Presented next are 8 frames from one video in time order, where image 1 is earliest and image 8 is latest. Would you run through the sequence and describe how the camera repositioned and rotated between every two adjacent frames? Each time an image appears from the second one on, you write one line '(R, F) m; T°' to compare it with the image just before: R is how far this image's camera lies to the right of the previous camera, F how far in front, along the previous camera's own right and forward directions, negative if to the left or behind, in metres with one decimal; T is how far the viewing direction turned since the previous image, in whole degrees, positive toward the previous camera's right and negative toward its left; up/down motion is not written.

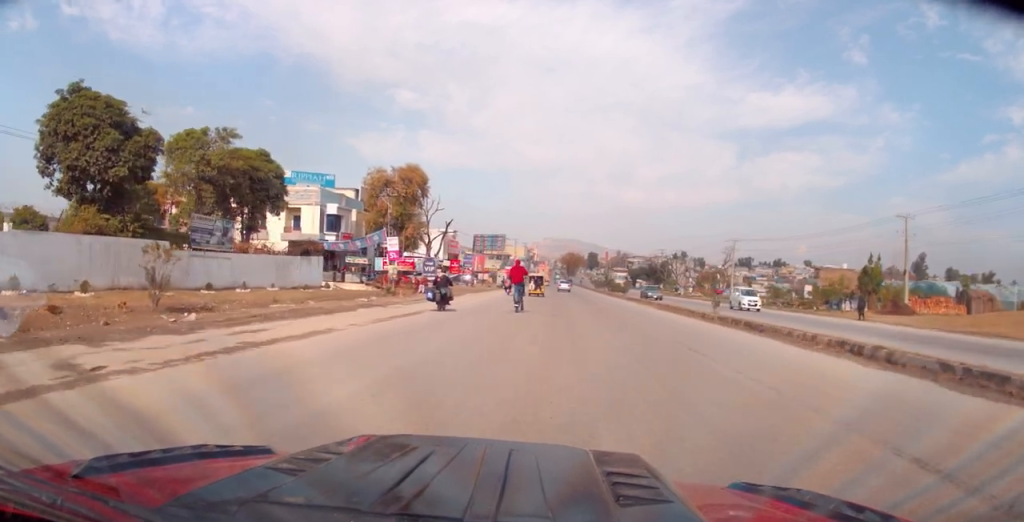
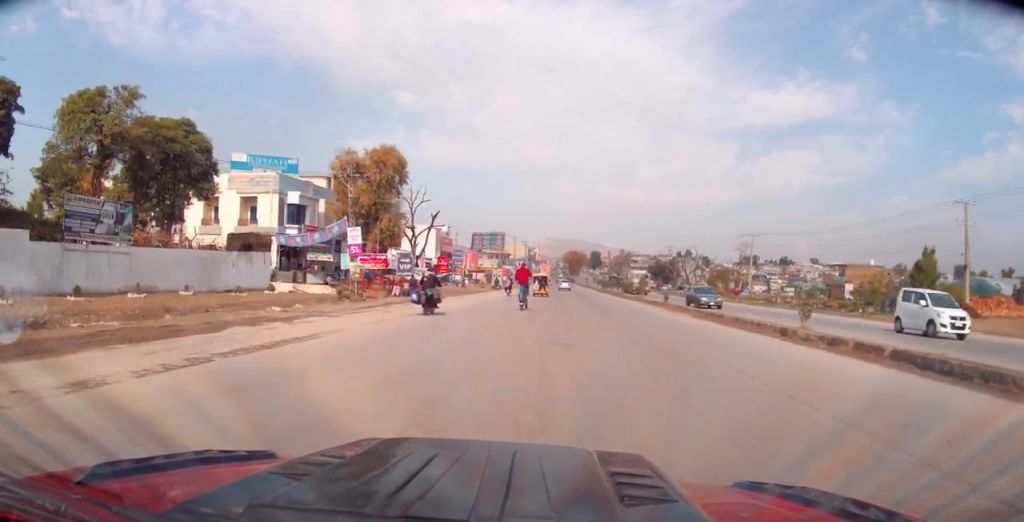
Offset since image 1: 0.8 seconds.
(+0.2, +9.0) m; +1°
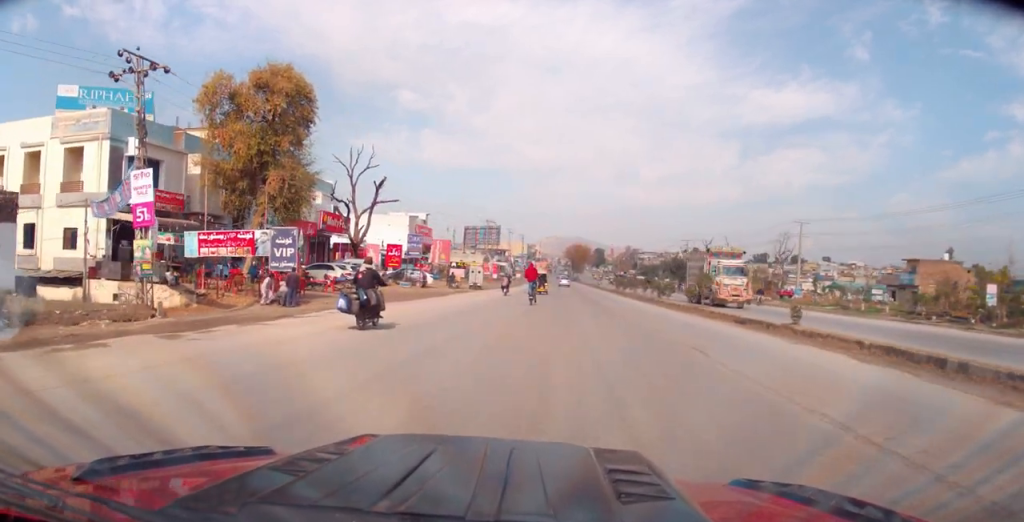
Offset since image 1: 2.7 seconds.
(-0.1, +20.5) m; -2°
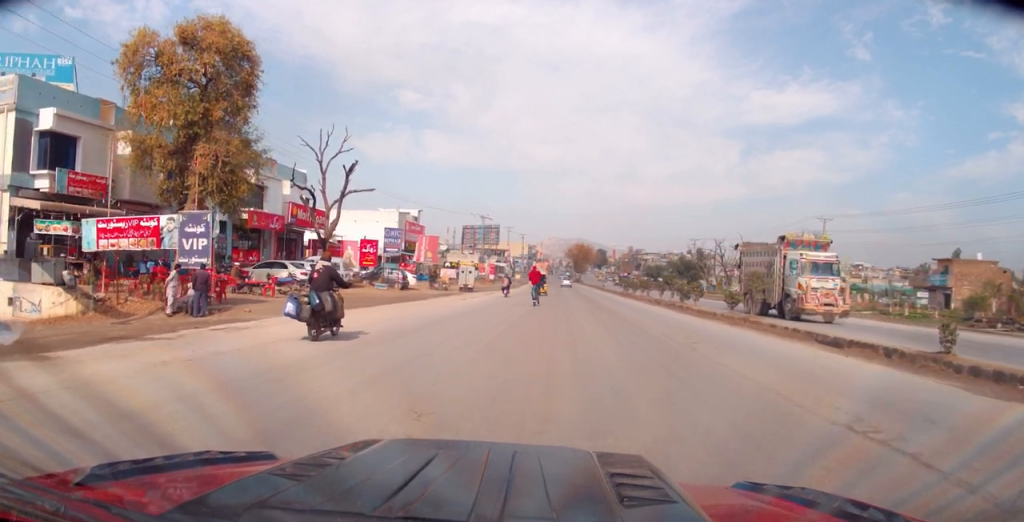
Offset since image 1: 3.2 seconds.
(+0.1, +6.8) m; -1°
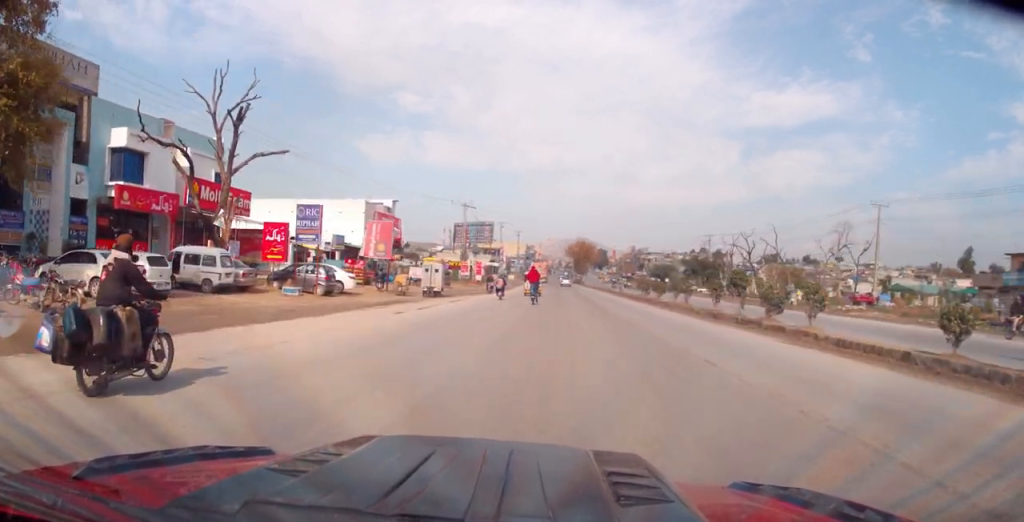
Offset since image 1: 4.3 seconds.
(-0.2, +14.0) m; +1°
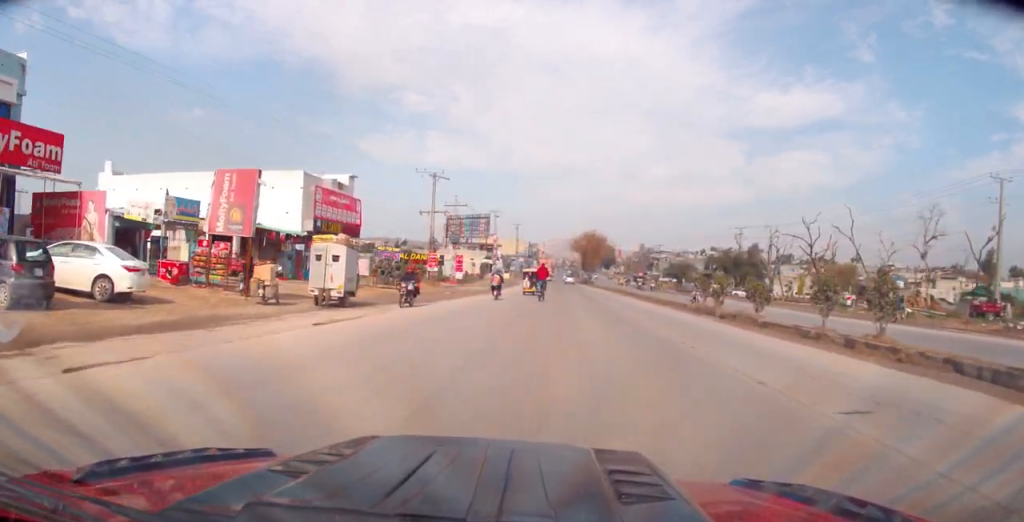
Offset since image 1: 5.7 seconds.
(+0.4, +18.4) m; +1°
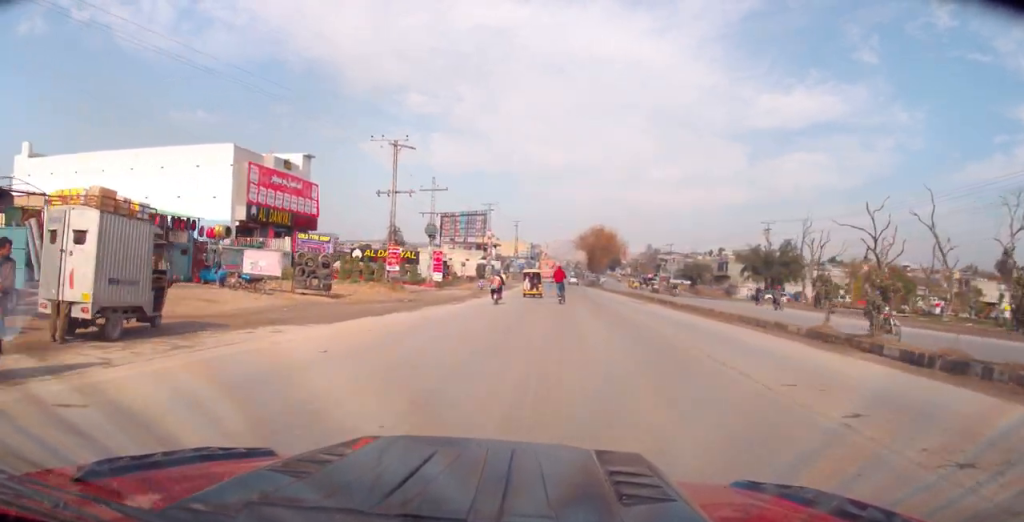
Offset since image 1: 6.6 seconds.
(-0.1, +12.6) m; 0°
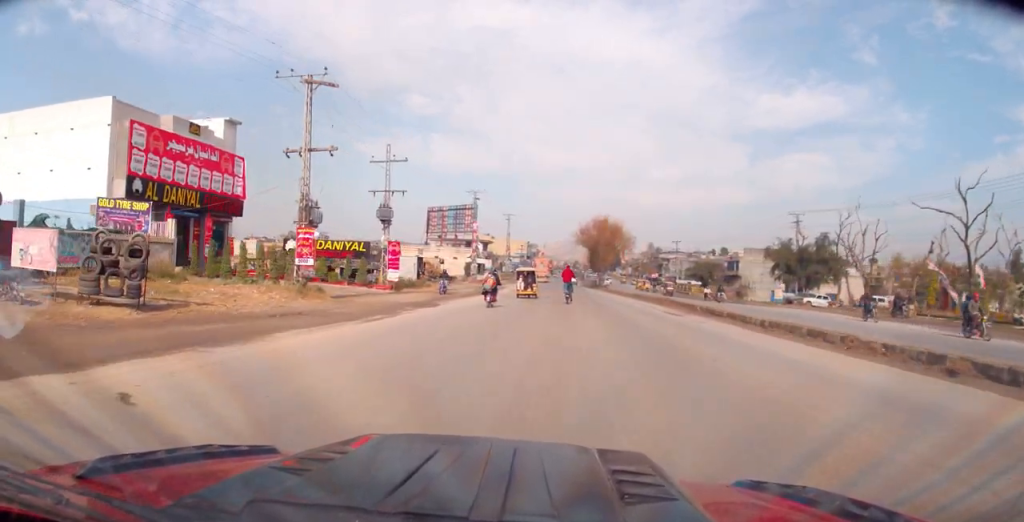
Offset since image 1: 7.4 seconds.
(+0.2, +12.4) m; 0°
